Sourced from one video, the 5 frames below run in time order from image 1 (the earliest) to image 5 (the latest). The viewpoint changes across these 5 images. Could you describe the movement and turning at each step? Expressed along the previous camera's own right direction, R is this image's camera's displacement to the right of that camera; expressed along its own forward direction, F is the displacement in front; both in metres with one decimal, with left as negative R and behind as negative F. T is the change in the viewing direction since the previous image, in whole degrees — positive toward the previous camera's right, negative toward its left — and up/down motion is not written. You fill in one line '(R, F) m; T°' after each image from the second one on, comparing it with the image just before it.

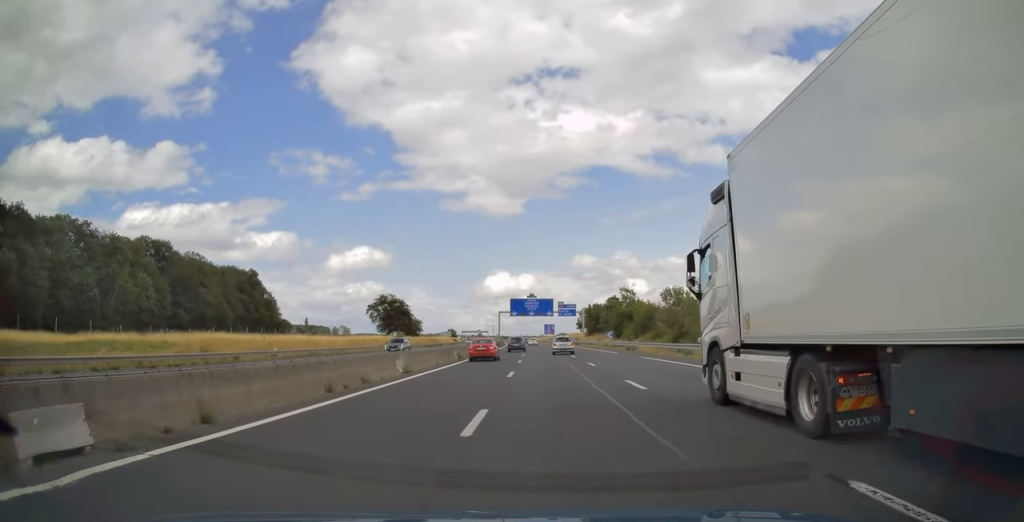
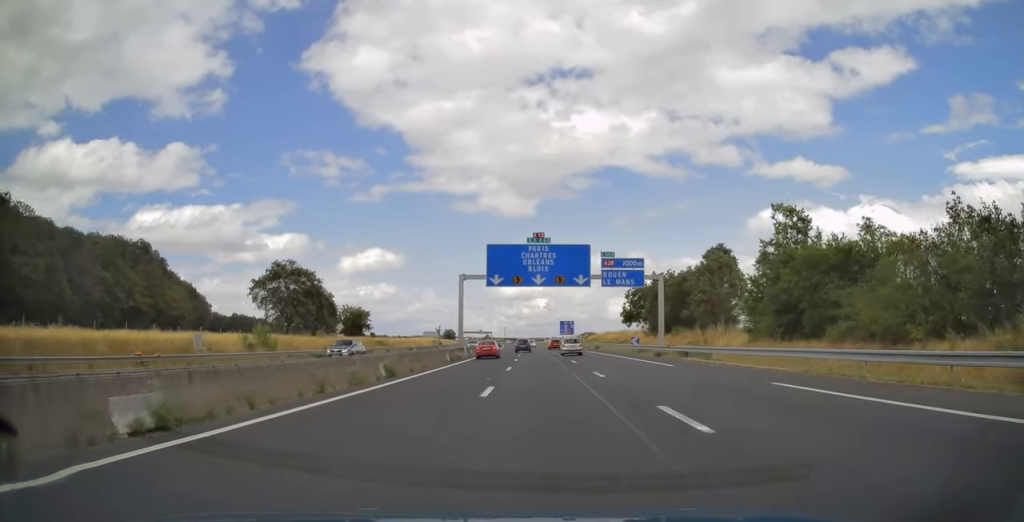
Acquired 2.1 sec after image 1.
(-0.6, +71.7) m; -1°
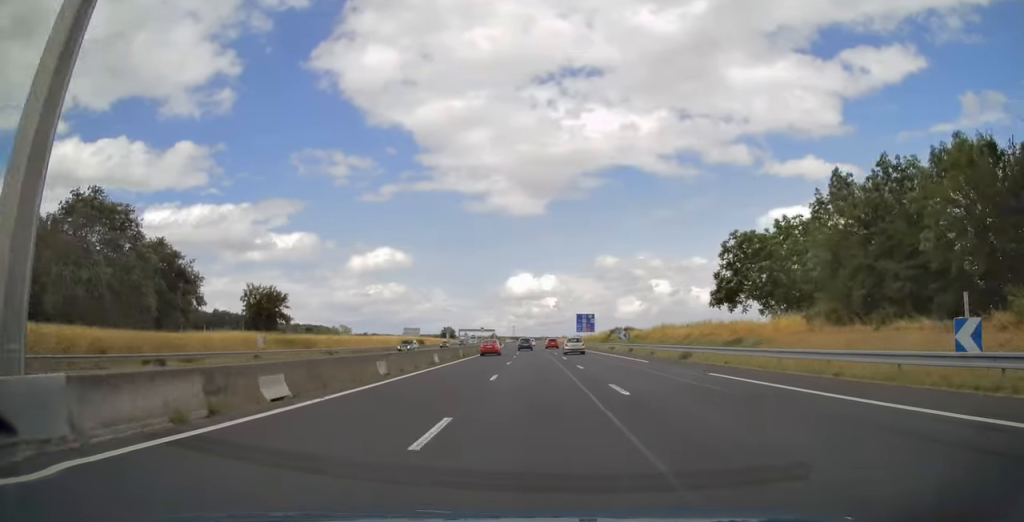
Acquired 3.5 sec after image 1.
(-0.1, +46.0) m; -1°
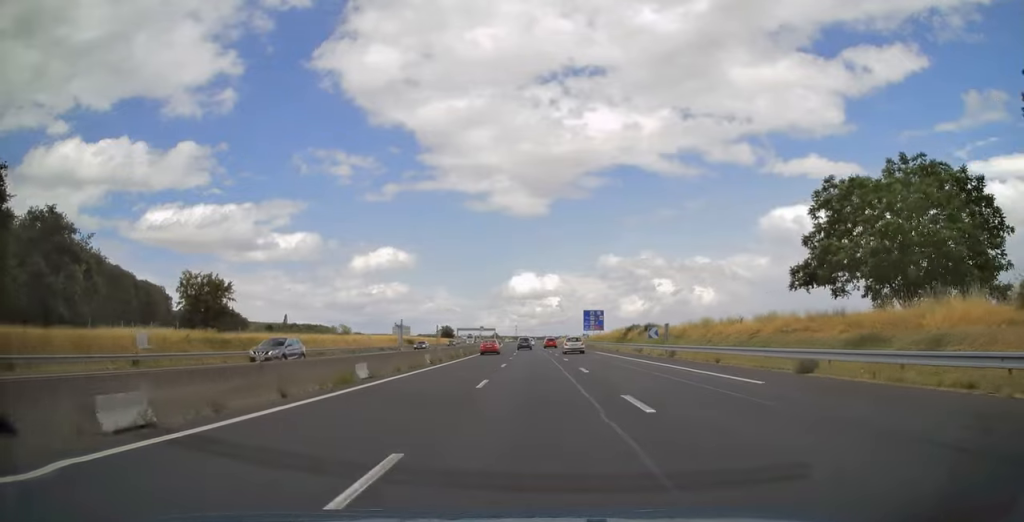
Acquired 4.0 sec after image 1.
(-0.1, +16.2) m; 0°
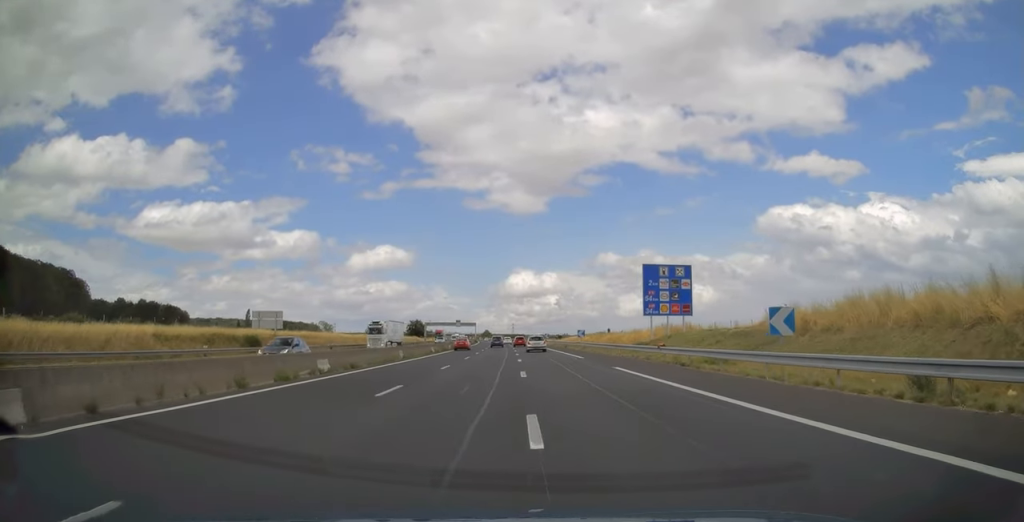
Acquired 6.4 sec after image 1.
(-0.2, +80.5) m; 0°
